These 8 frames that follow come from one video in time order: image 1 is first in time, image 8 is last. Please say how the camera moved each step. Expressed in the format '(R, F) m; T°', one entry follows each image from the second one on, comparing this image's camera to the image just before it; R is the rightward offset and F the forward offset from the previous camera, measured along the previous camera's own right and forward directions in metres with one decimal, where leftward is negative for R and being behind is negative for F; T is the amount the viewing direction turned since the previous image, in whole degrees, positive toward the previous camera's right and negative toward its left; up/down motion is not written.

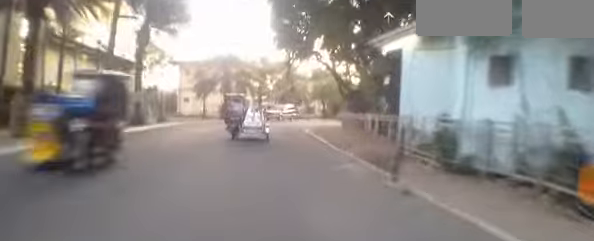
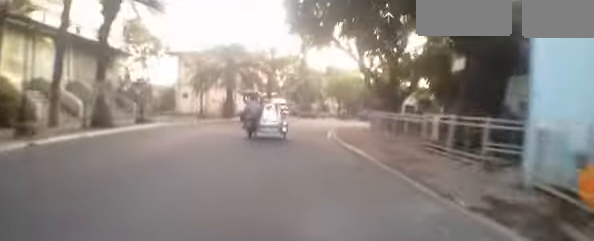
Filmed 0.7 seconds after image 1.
(-0.2, +4.6) m; -2°
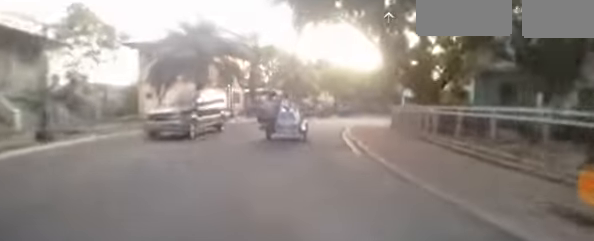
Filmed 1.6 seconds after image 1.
(-0.1, +6.4) m; 0°
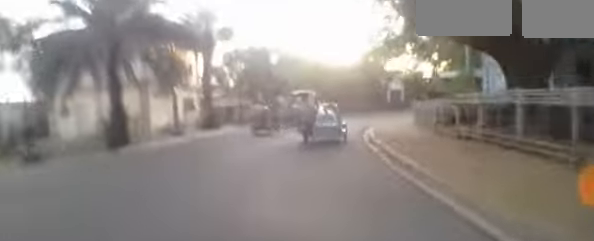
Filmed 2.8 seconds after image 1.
(0.0, +8.2) m; +9°
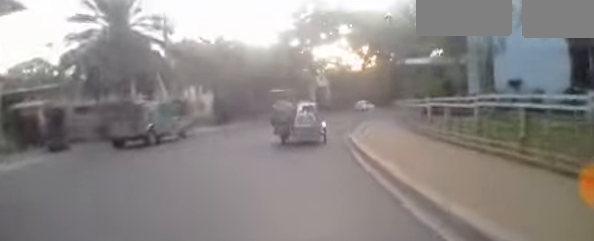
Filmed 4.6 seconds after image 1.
(+1.2, +11.9) m; +9°
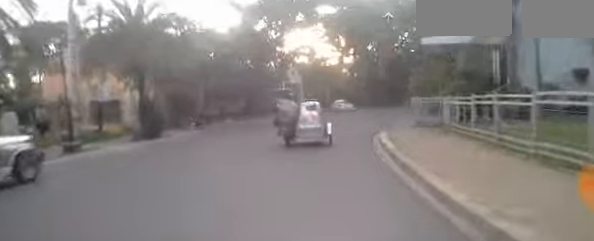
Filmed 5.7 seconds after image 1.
(+0.7, +7.4) m; +8°
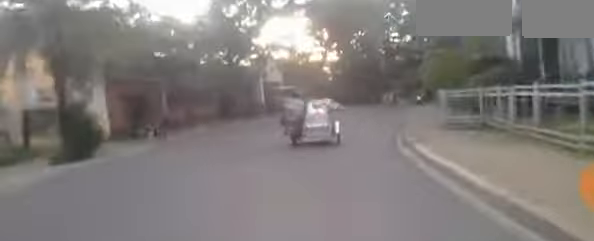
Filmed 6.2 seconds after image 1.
(+0.1, +3.8) m; +6°
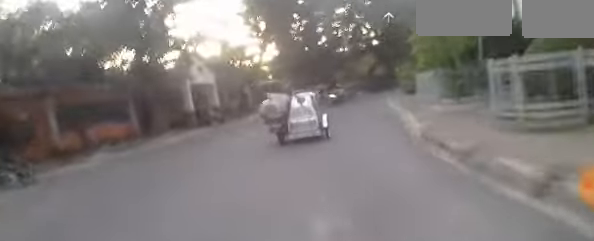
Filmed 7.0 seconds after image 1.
(+0.1, +6.0) m; +11°
